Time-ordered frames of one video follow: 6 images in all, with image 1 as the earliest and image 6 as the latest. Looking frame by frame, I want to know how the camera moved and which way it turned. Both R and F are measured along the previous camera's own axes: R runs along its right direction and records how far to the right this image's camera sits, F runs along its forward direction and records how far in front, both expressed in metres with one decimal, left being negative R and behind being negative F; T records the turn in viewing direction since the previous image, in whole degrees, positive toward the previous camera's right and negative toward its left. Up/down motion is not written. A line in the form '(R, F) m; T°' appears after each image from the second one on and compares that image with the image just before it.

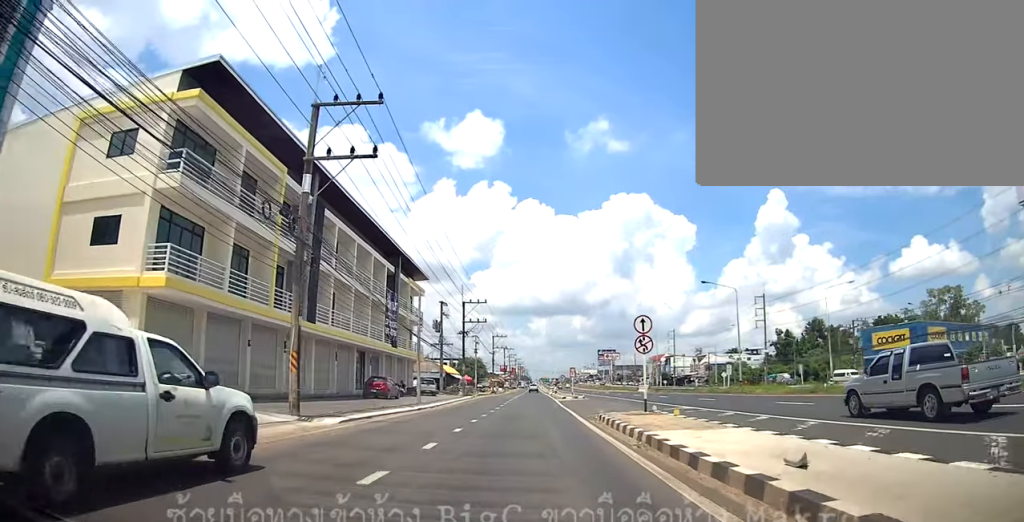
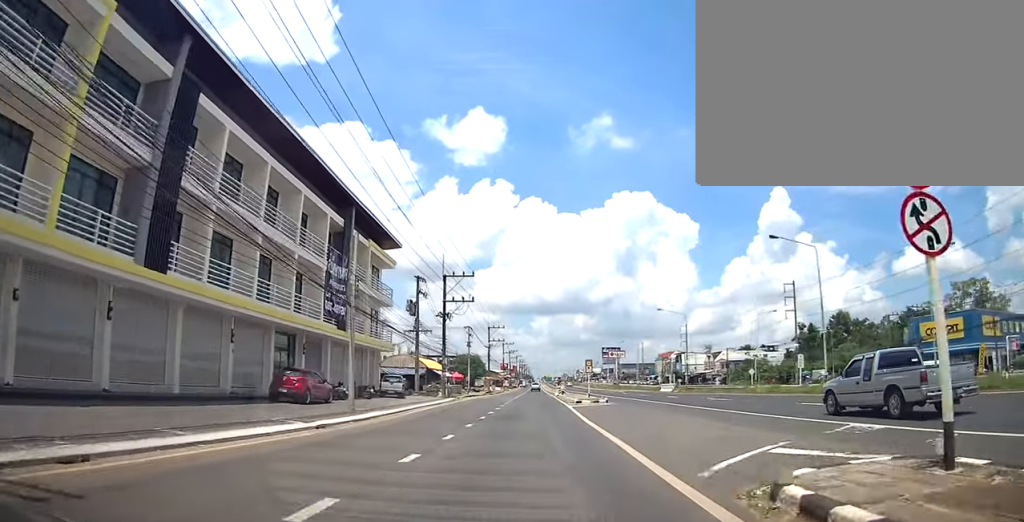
(-0.8, +13.5) m; 0°
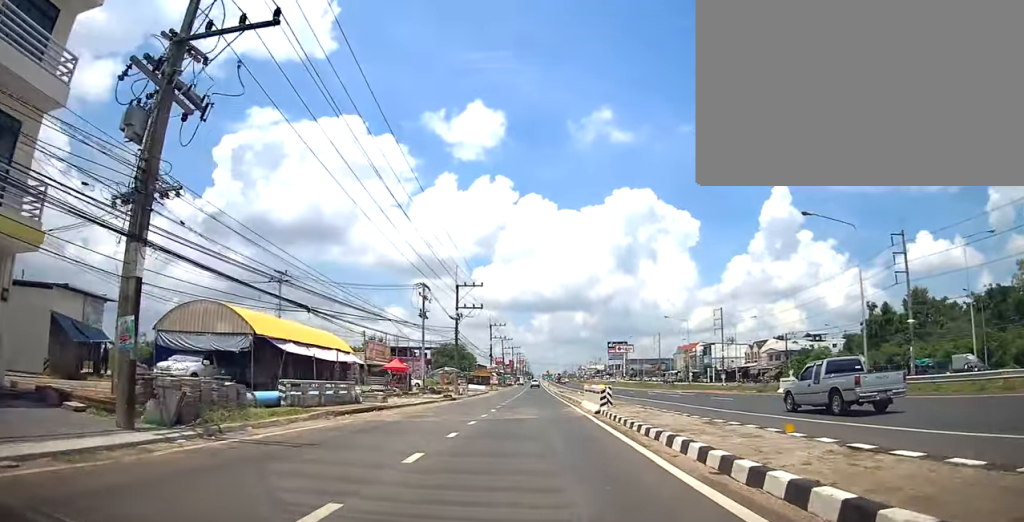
(+0.2, +35.9) m; -3°
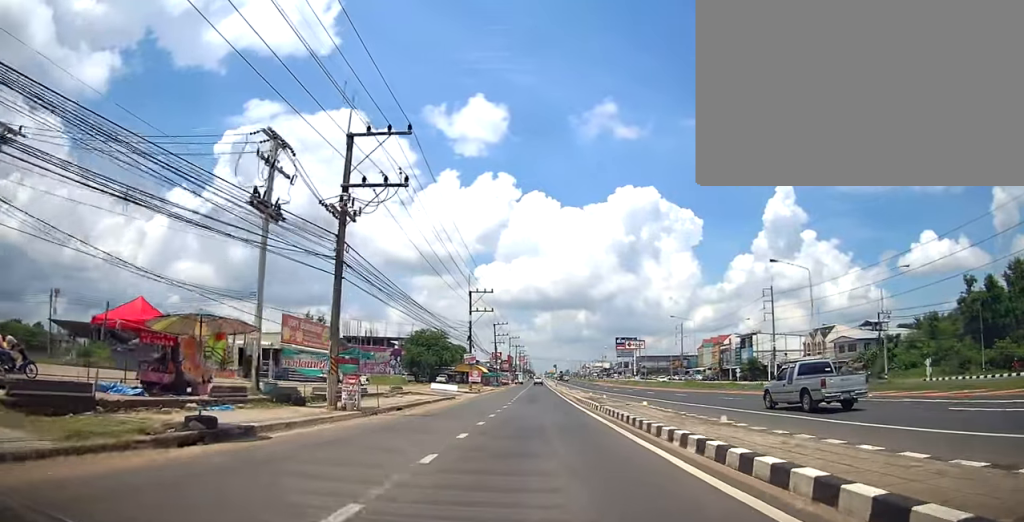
(-0.3, +34.5) m; 0°
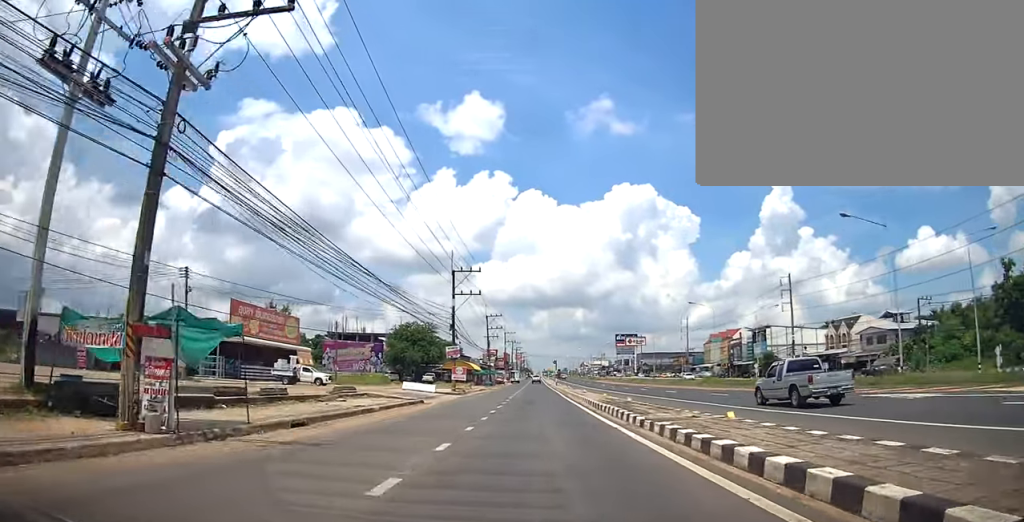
(0.0, +11.4) m; 0°
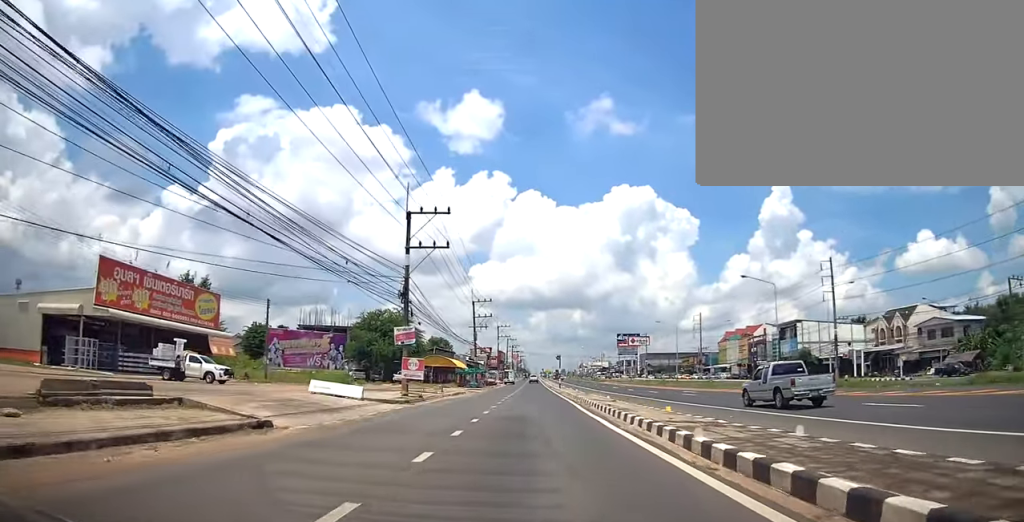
(0.0, +18.6) m; +1°
